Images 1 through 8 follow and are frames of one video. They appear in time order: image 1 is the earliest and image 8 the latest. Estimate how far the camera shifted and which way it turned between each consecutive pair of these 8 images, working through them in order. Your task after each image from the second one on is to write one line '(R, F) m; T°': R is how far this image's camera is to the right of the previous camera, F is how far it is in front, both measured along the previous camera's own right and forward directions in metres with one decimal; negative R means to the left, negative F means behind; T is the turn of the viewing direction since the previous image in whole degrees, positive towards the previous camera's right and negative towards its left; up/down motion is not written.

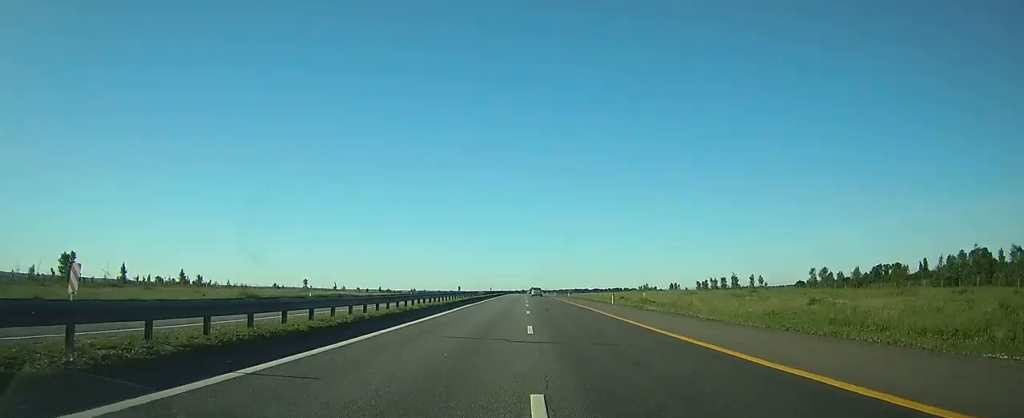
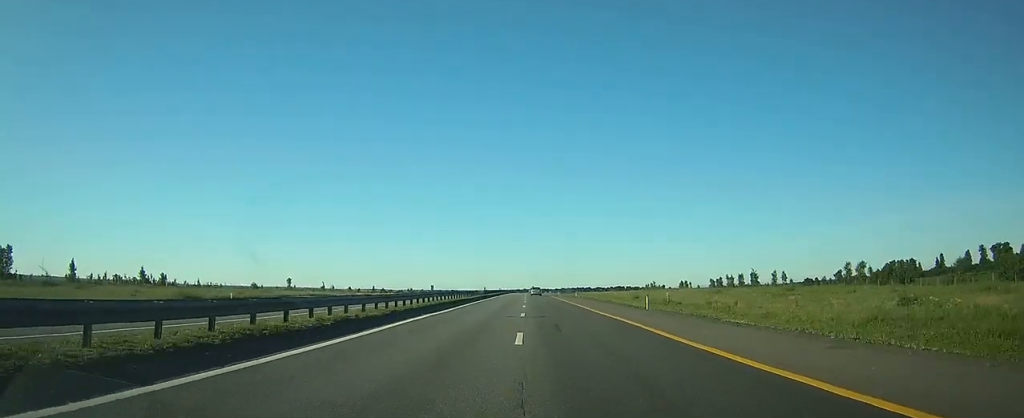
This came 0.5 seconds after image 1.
(0.0, +15.2) m; 0°
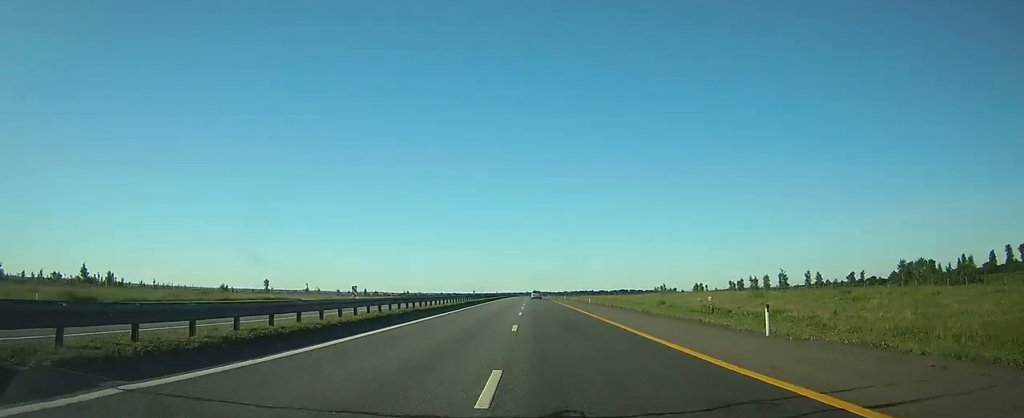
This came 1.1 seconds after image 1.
(0.0, +18.3) m; 0°
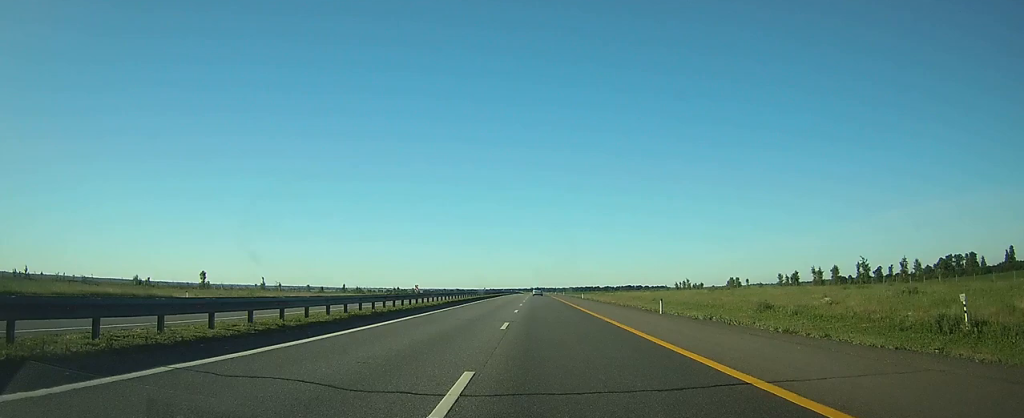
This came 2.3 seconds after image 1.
(0.0, +36.7) m; 0°
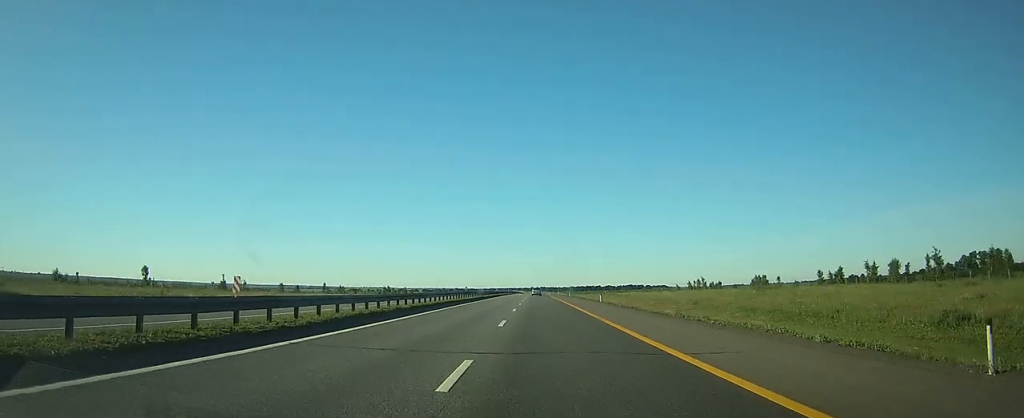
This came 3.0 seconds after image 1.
(-0.1, +22.5) m; 0°
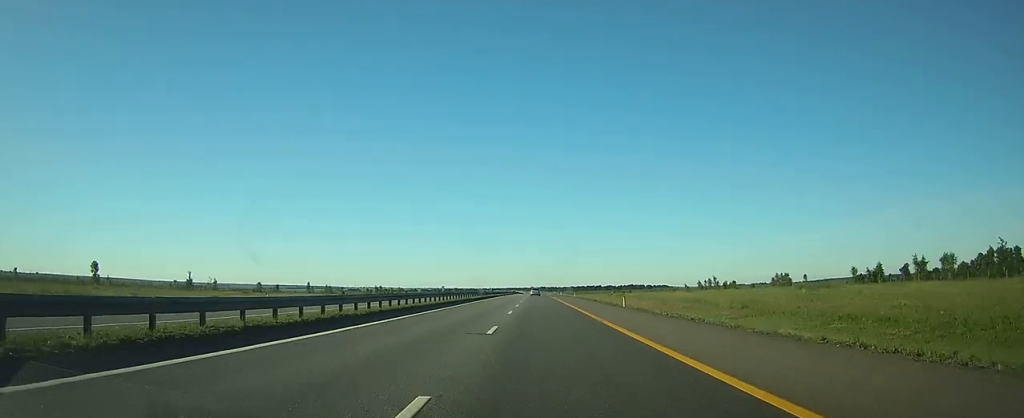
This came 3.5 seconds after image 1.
(0.0, +15.4) m; 0°
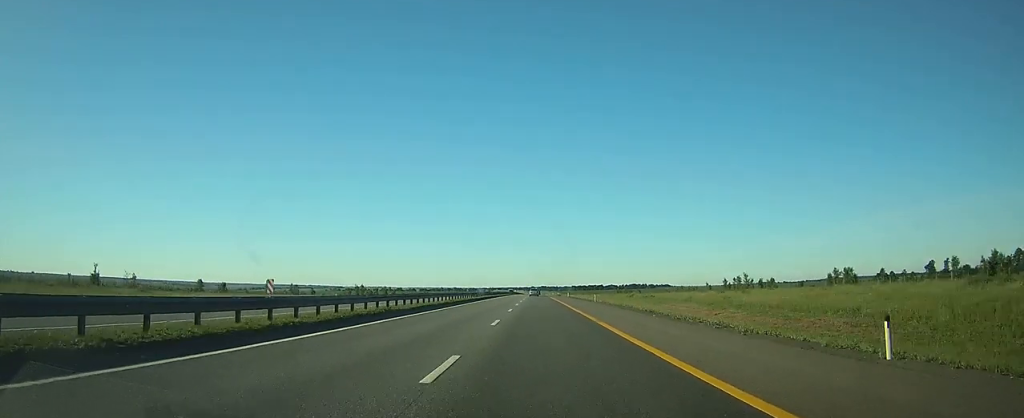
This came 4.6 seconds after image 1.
(0.0, +31.9) m; 0°
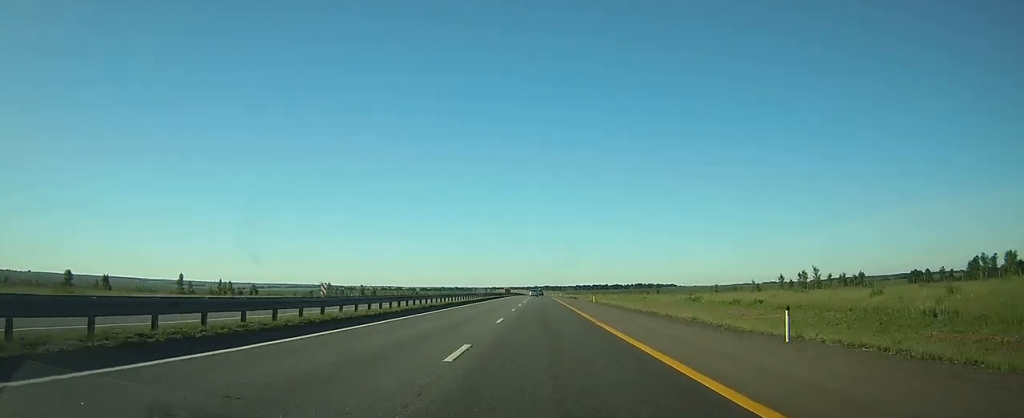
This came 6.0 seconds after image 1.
(0.0, +45.4) m; 0°
